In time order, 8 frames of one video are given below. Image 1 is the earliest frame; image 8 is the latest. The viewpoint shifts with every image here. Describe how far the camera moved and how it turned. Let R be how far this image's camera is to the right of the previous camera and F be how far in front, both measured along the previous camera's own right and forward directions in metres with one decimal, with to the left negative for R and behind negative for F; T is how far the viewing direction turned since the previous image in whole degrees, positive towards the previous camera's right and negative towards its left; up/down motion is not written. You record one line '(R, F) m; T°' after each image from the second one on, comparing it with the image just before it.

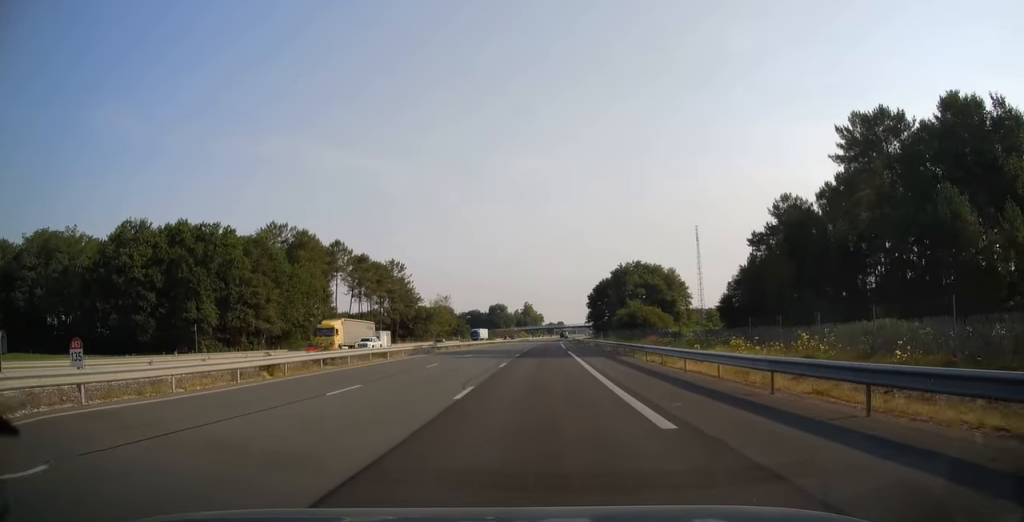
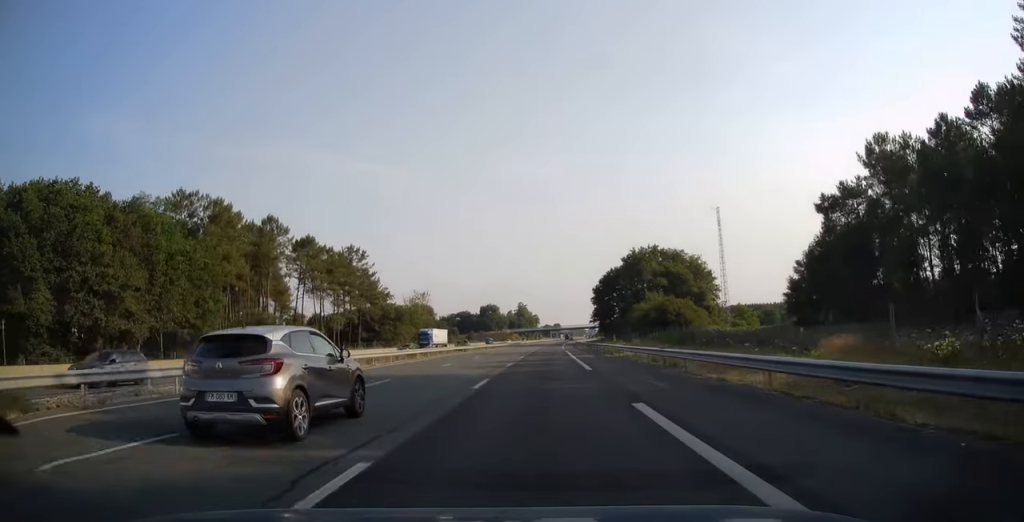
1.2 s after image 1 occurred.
(+0.2, +35.7) m; 0°
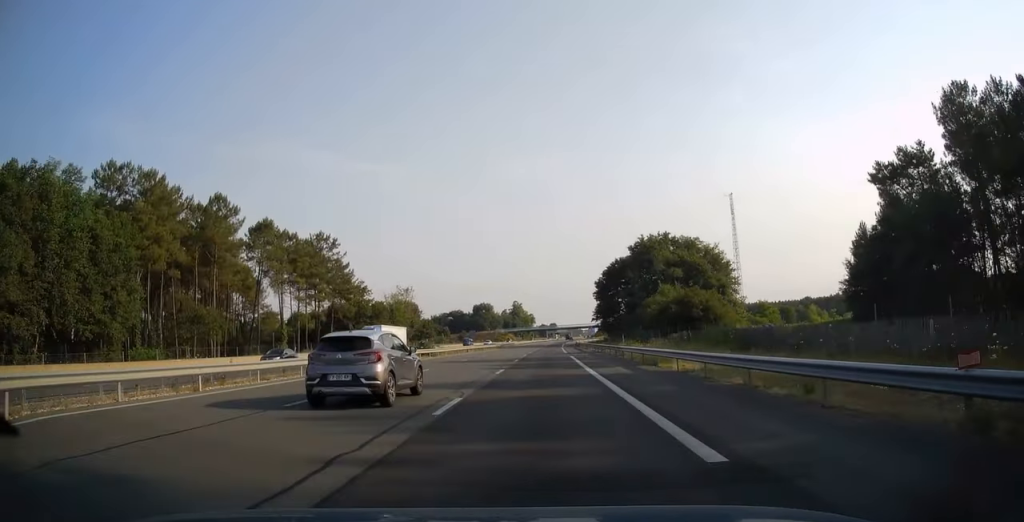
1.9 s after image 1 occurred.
(-0.1, +18.7) m; 0°
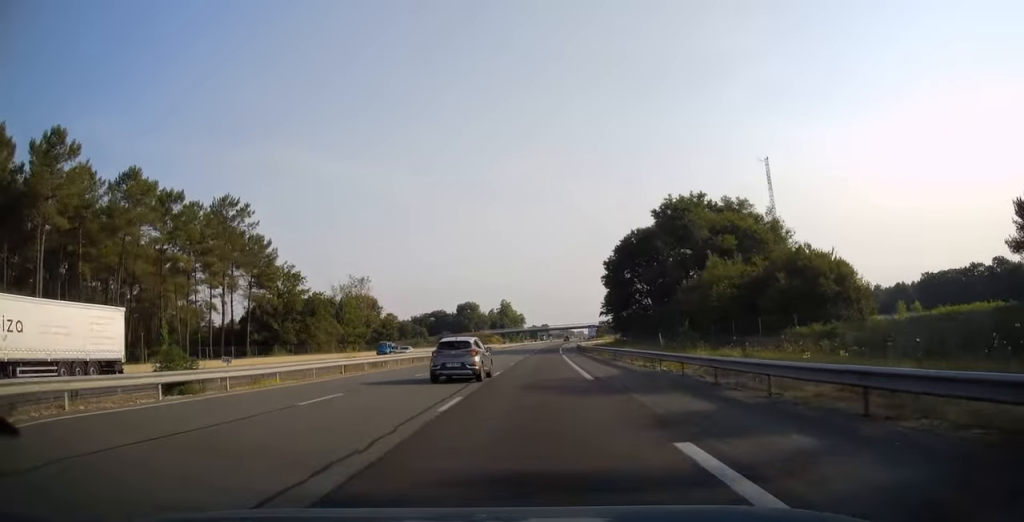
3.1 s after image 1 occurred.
(+0.3, +37.7) m; +1°
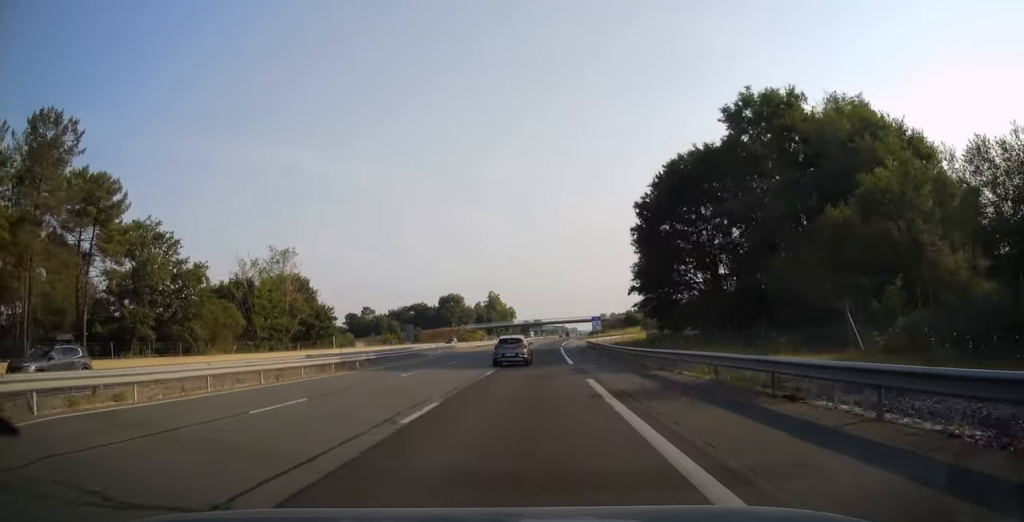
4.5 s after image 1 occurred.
(+0.2, +40.7) m; 0°
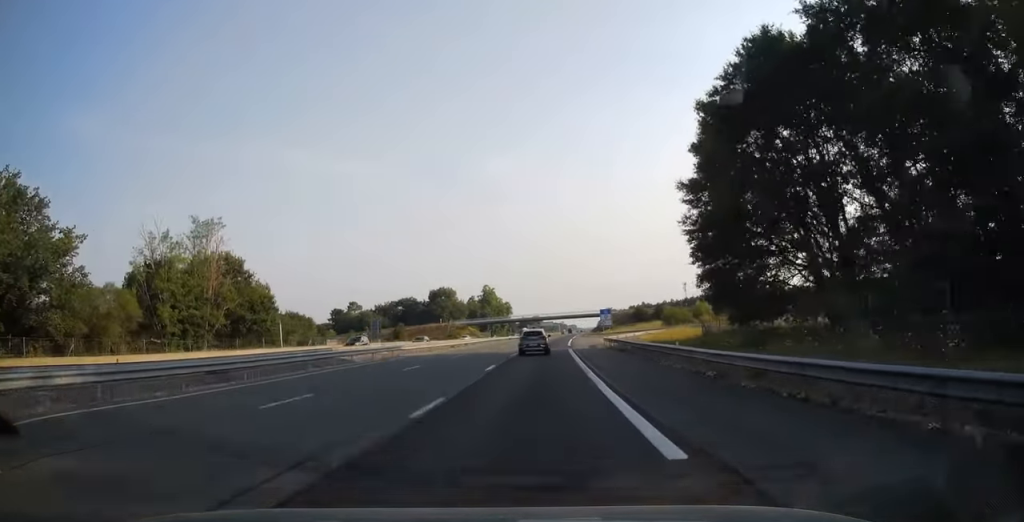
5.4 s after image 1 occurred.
(+0.1, +25.6) m; 0°
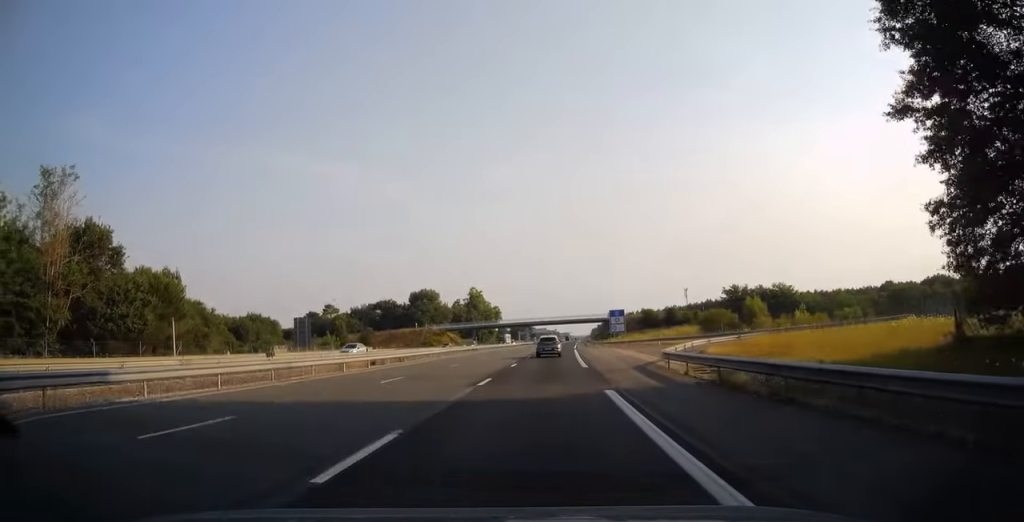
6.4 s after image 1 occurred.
(+0.1, +30.1) m; +1°
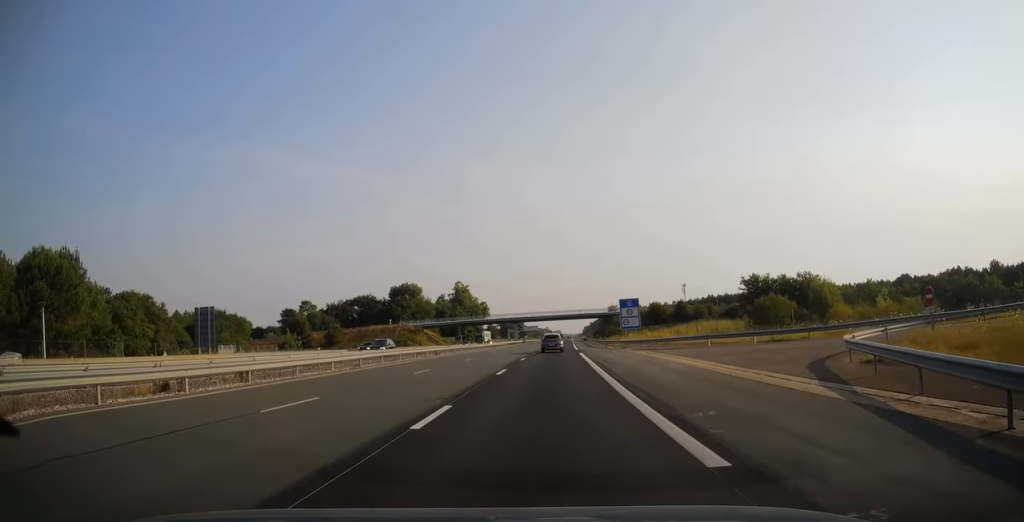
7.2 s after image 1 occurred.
(+0.1, +22.1) m; +1°
